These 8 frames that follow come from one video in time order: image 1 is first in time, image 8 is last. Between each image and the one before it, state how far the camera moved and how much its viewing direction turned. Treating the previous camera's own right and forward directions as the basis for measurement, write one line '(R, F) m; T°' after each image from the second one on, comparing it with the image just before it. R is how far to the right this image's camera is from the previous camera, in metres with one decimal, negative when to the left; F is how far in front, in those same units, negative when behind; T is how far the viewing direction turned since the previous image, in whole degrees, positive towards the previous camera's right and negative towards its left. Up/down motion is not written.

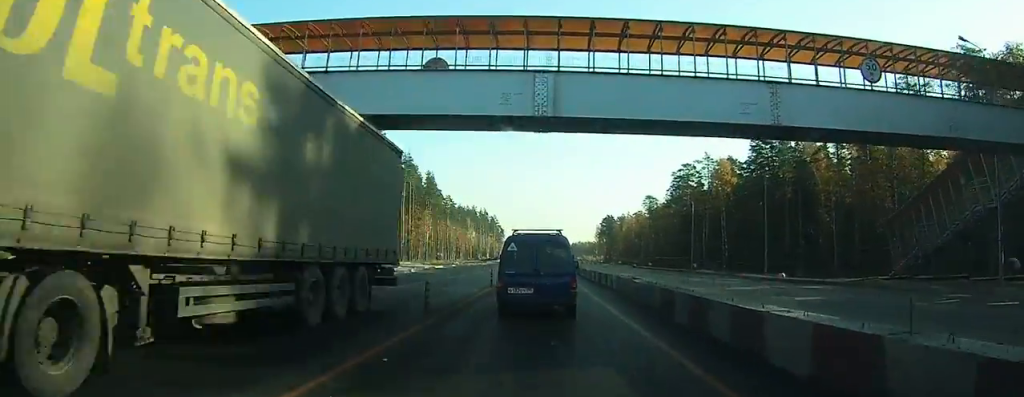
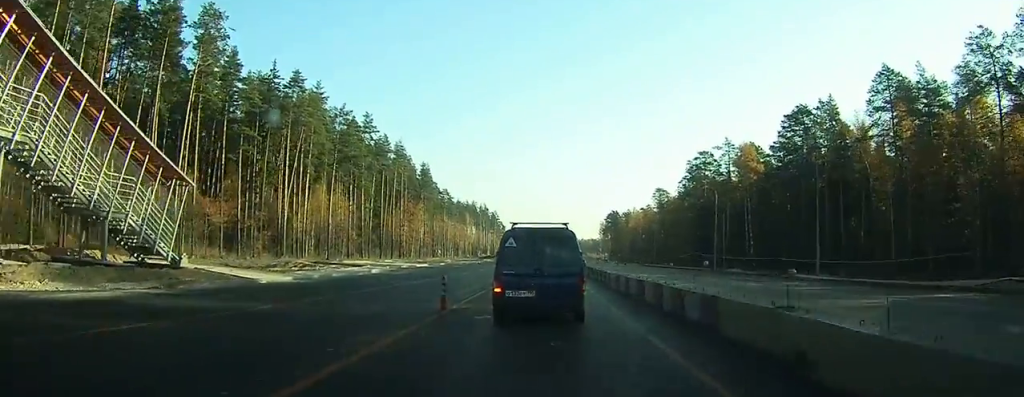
(0.0, +9.5) m; 0°
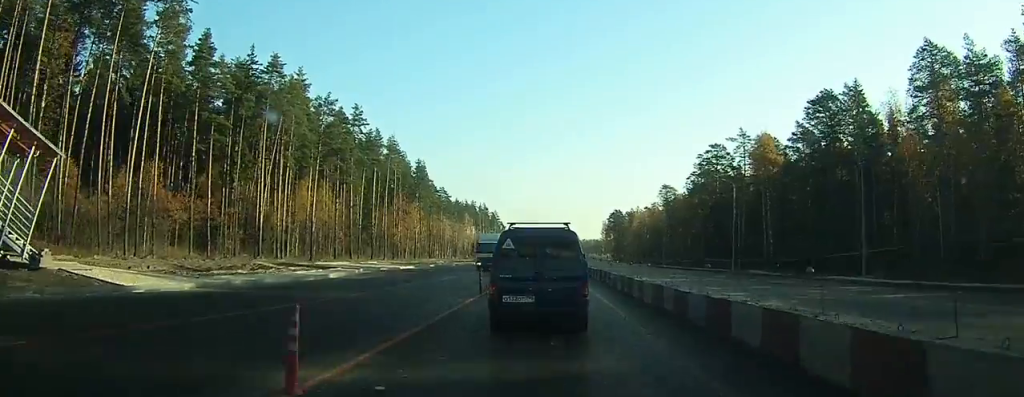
(0.0, +8.0) m; +2°
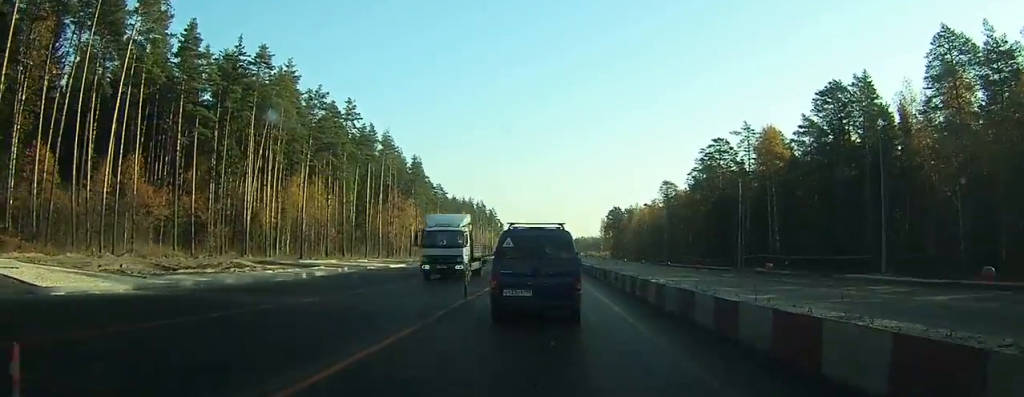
(+0.1, +3.9) m; +1°
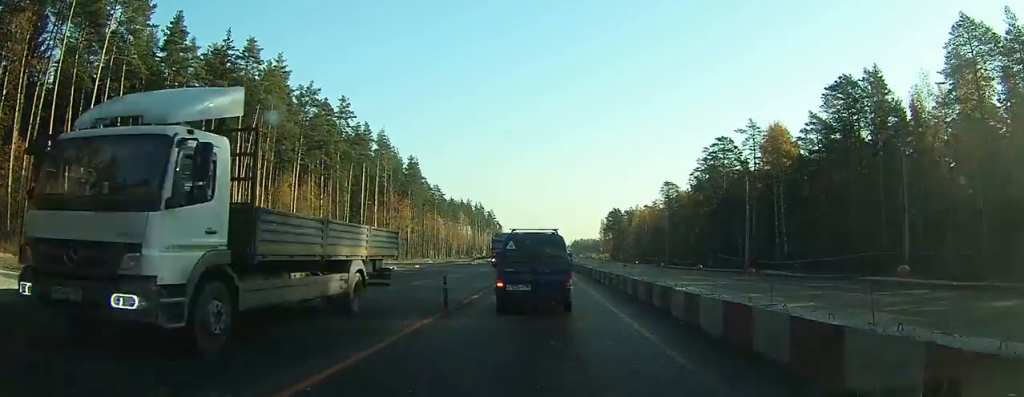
(+0.1, +4.2) m; +1°
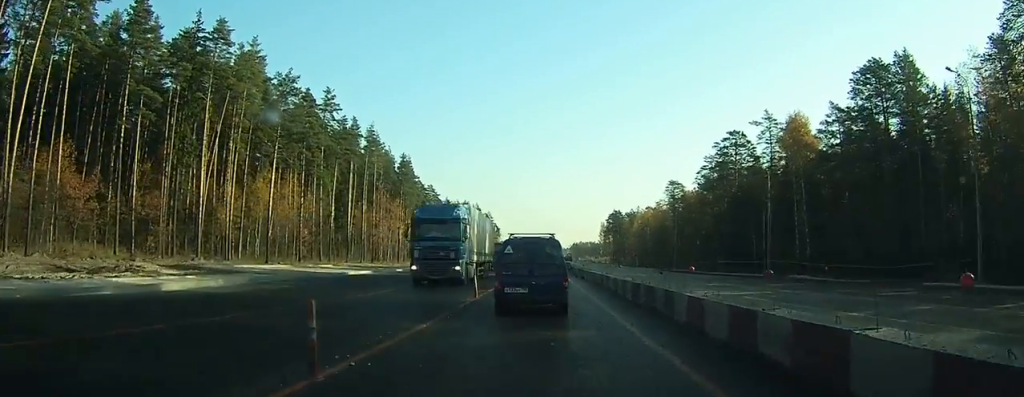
(-0.1, +7.6) m; -1°
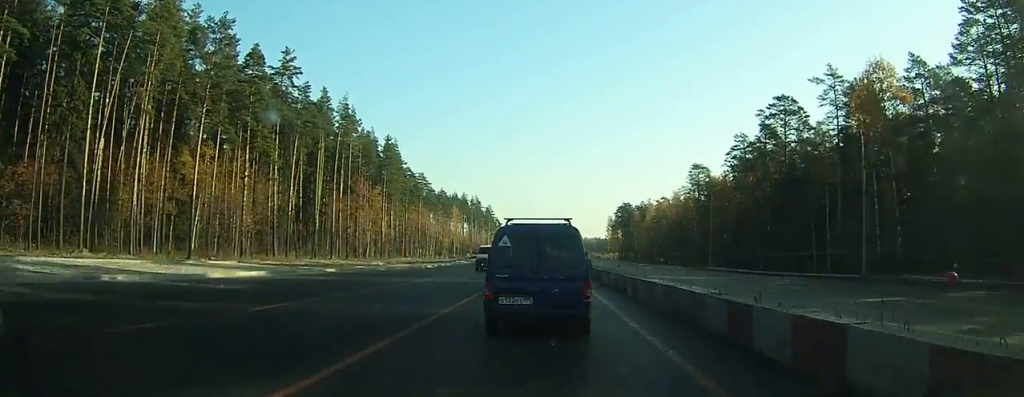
(-0.3, +15.6) m; -3°
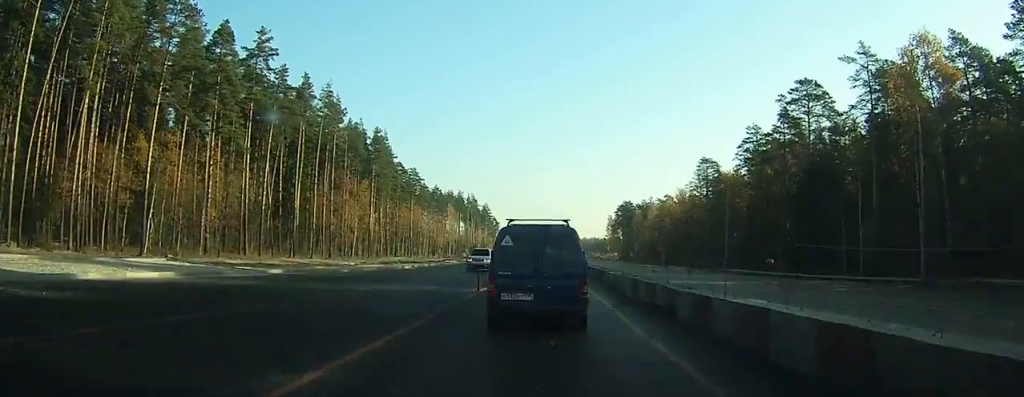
(-0.3, +8.6) m; -1°
